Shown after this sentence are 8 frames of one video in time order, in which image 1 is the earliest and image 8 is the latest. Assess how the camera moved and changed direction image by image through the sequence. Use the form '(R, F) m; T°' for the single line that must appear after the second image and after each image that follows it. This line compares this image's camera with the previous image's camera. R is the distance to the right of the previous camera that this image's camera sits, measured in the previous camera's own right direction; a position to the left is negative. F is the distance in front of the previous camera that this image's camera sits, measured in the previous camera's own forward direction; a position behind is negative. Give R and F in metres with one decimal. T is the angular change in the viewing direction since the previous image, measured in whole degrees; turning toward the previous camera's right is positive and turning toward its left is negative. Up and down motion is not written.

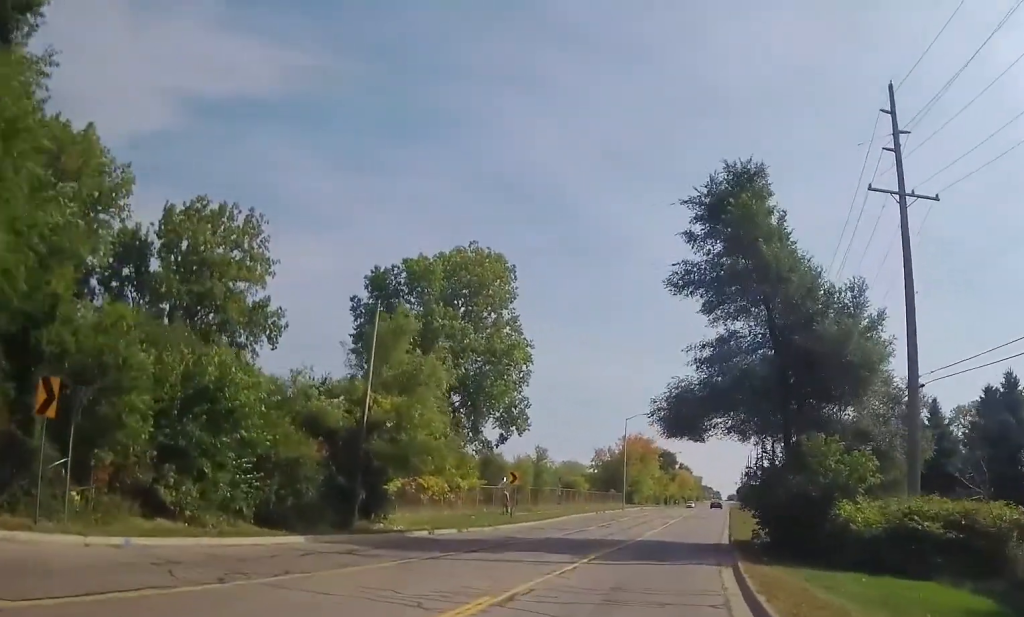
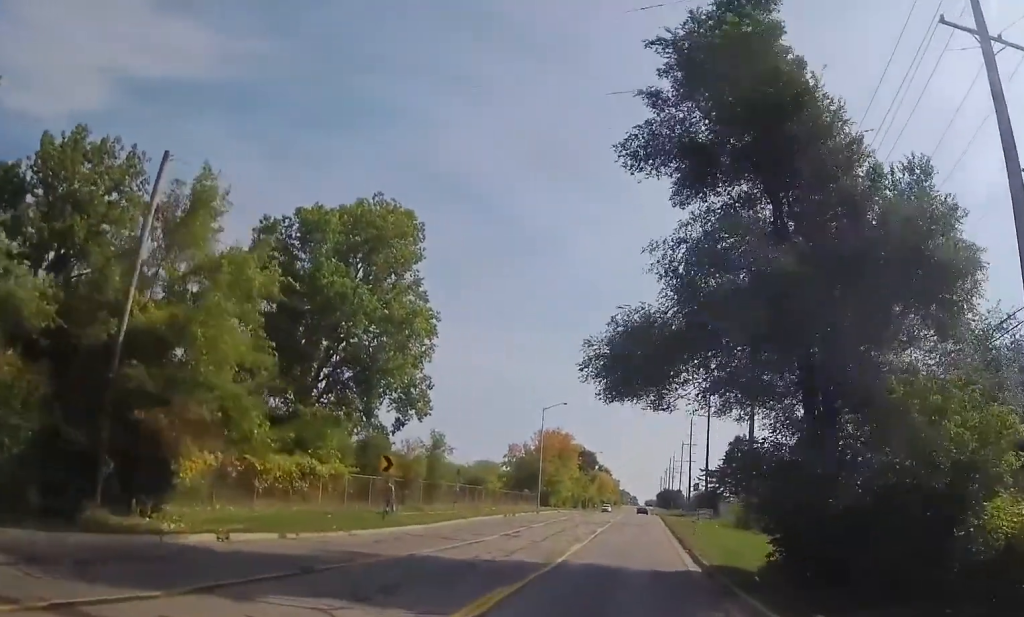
(+1.0, +12.1) m; +8°
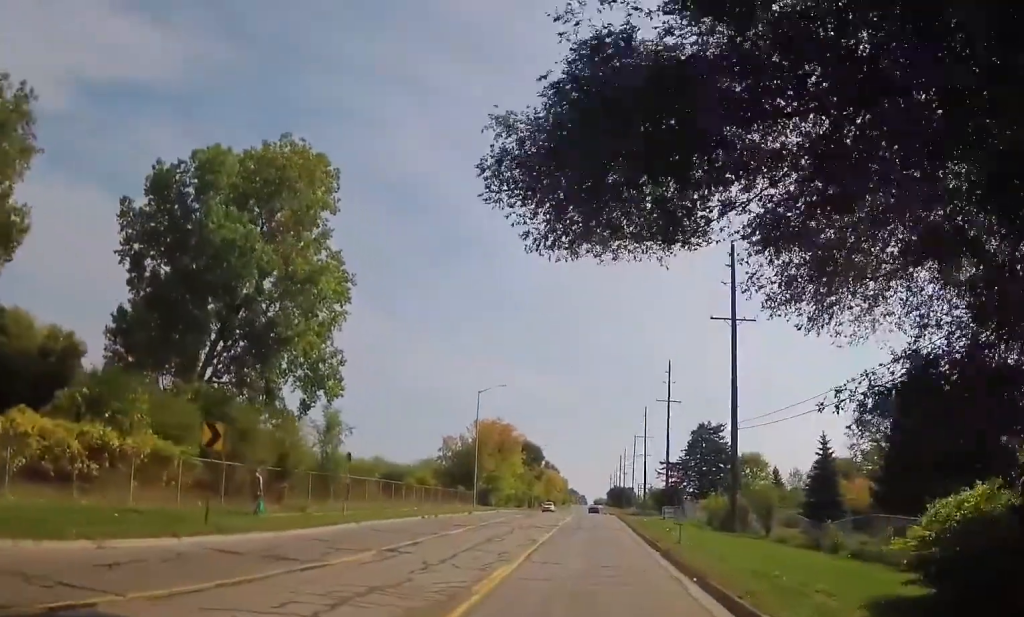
(+0.5, +12.0) m; +5°
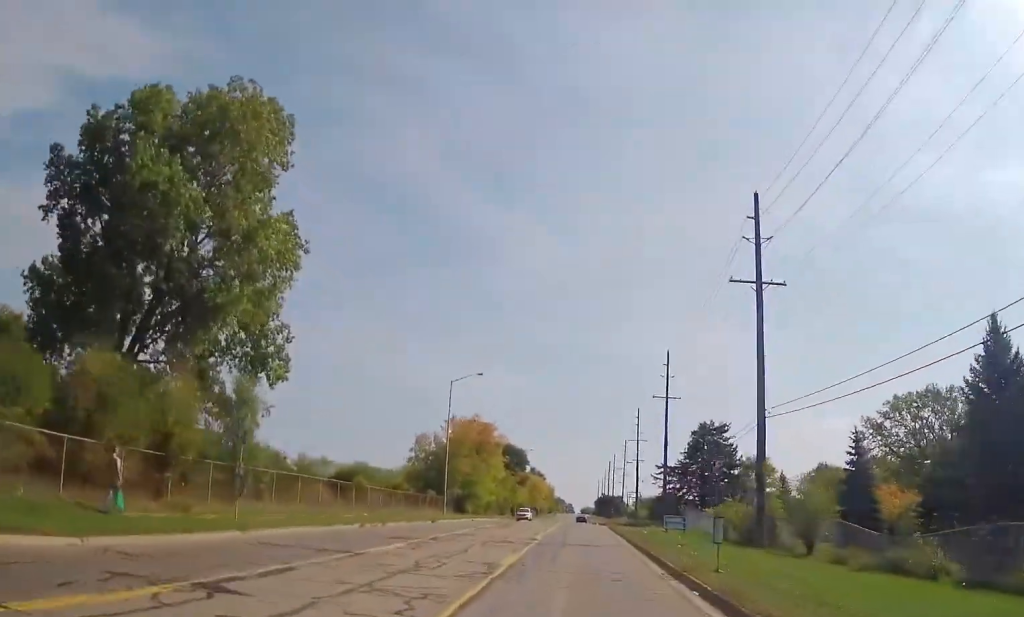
(+0.4, +9.5) m; +4°
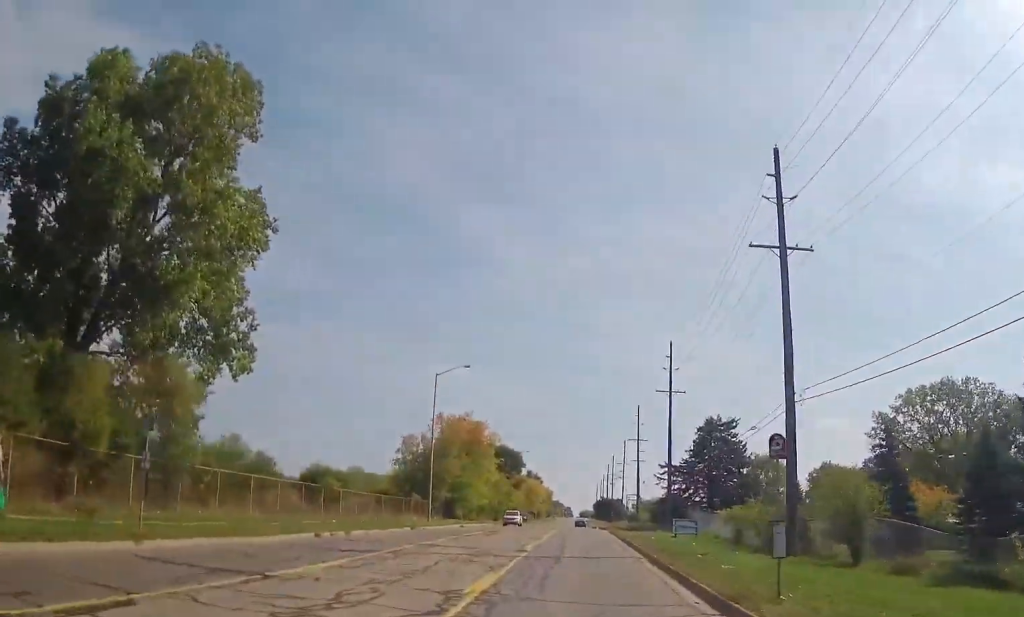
(+0.1, +5.4) m; +1°
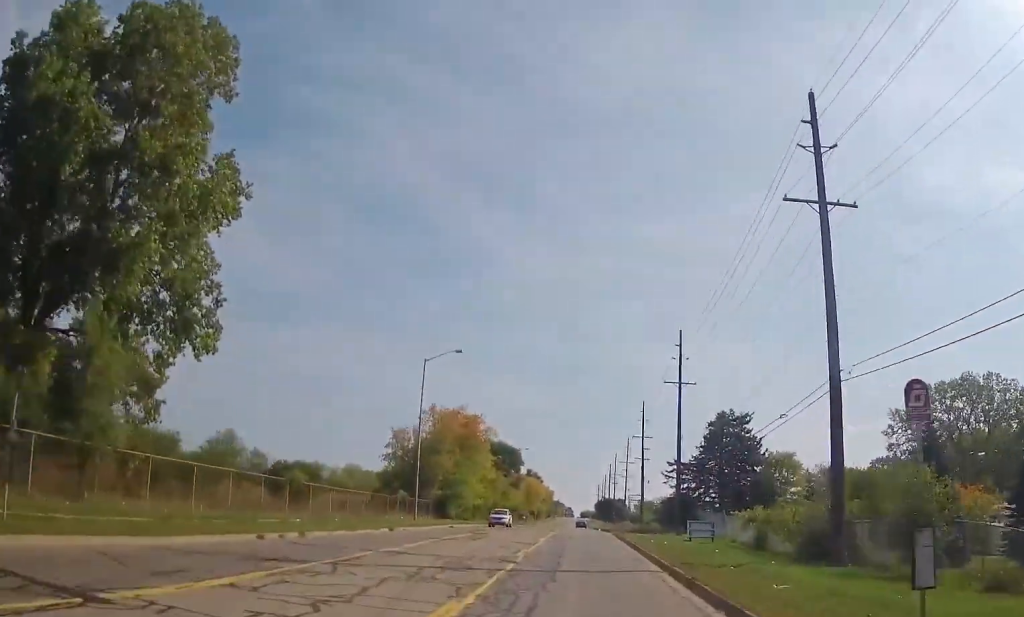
(+0.2, +5.2) m; 0°
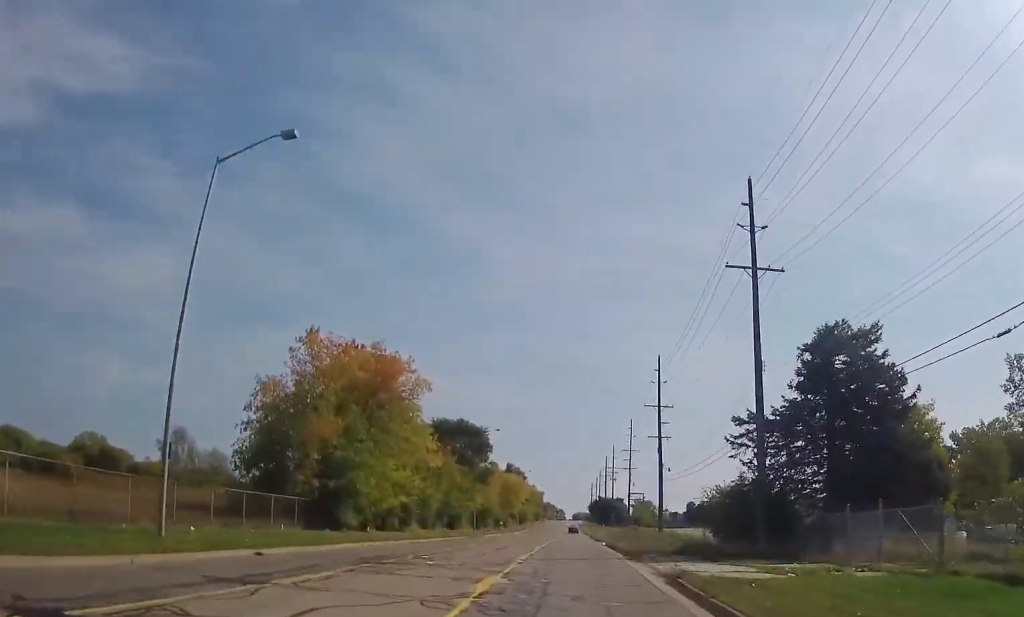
(+1.1, +31.7) m; +2°
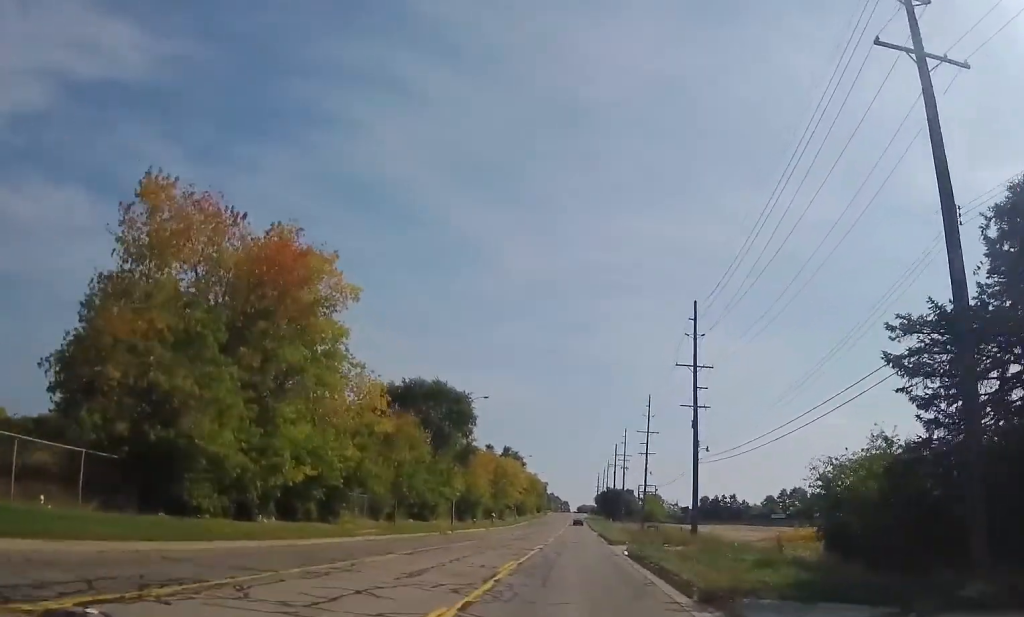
(-1.4, +18.0) m; -5°
